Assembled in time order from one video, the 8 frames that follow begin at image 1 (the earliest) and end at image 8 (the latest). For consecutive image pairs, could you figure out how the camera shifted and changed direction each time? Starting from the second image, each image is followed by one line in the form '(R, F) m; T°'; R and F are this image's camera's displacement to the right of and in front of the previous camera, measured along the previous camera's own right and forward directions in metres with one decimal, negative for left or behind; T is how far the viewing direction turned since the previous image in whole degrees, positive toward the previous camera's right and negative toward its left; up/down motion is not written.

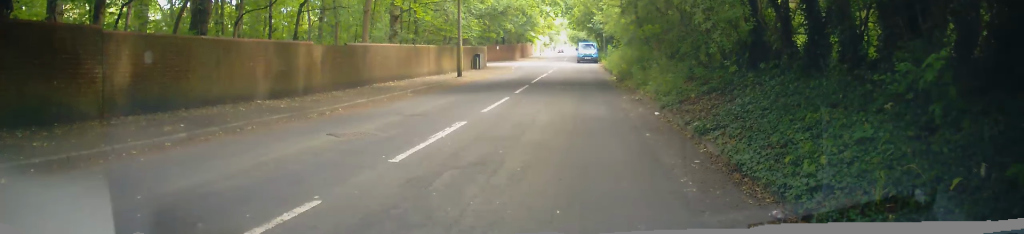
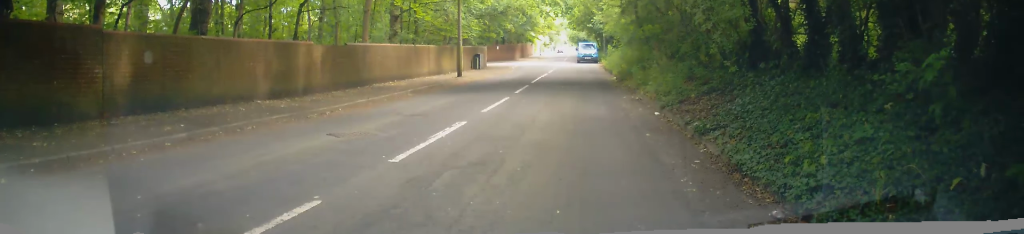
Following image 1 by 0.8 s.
(0.0, 0.0) m; 0°
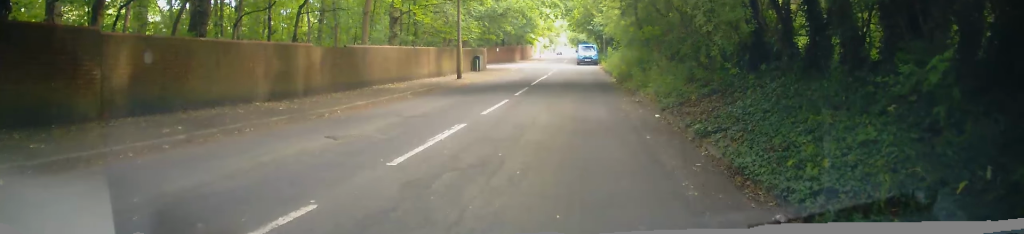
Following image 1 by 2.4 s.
(-0.1, +0.3) m; 0°
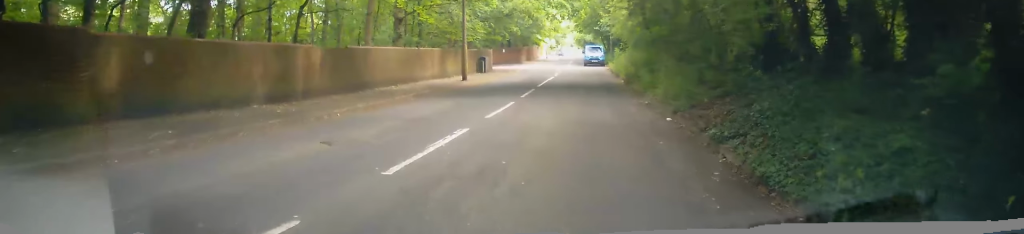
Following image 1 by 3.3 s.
(0.0, 0.0) m; 0°
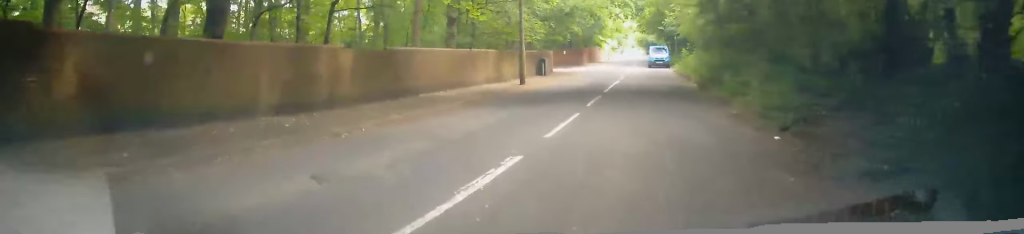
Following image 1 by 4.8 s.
(+0.6, +1.0) m; 0°
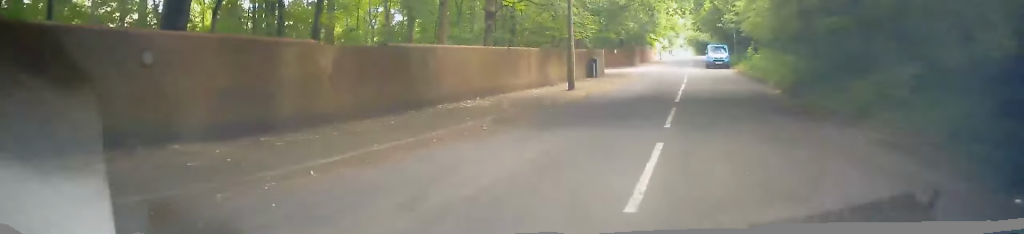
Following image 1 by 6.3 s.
(-0.1, +2.9) m; -4°
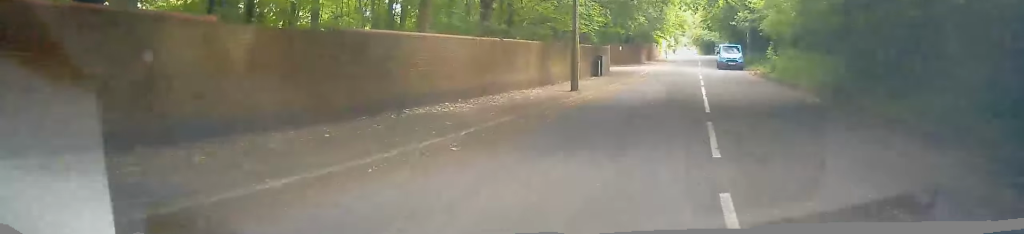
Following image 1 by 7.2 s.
(+0.2, +2.9) m; +3°
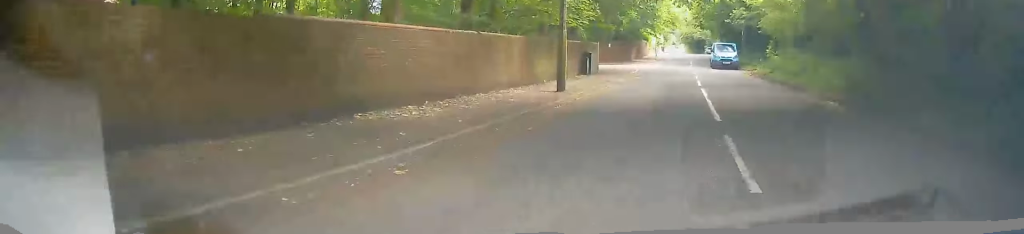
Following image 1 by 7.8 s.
(0.0, +1.3) m; -5°
